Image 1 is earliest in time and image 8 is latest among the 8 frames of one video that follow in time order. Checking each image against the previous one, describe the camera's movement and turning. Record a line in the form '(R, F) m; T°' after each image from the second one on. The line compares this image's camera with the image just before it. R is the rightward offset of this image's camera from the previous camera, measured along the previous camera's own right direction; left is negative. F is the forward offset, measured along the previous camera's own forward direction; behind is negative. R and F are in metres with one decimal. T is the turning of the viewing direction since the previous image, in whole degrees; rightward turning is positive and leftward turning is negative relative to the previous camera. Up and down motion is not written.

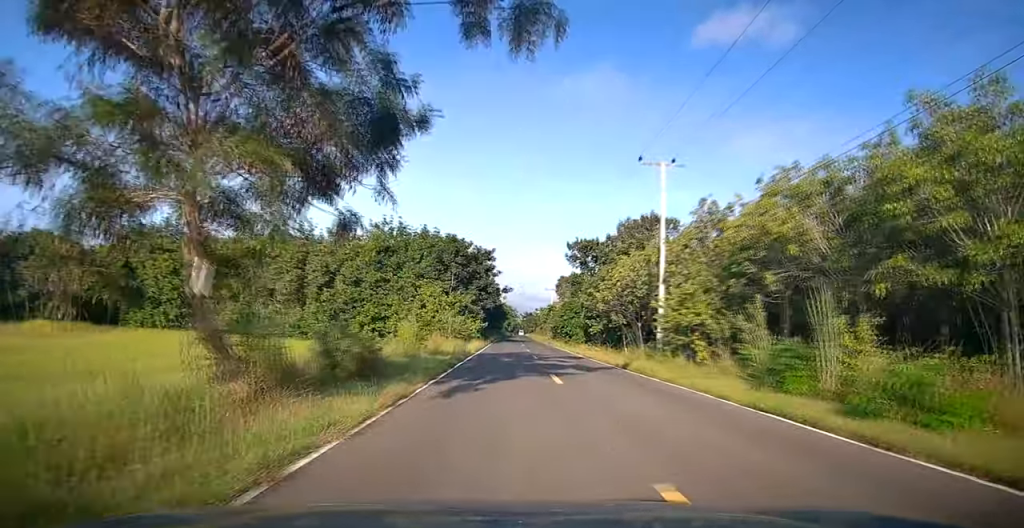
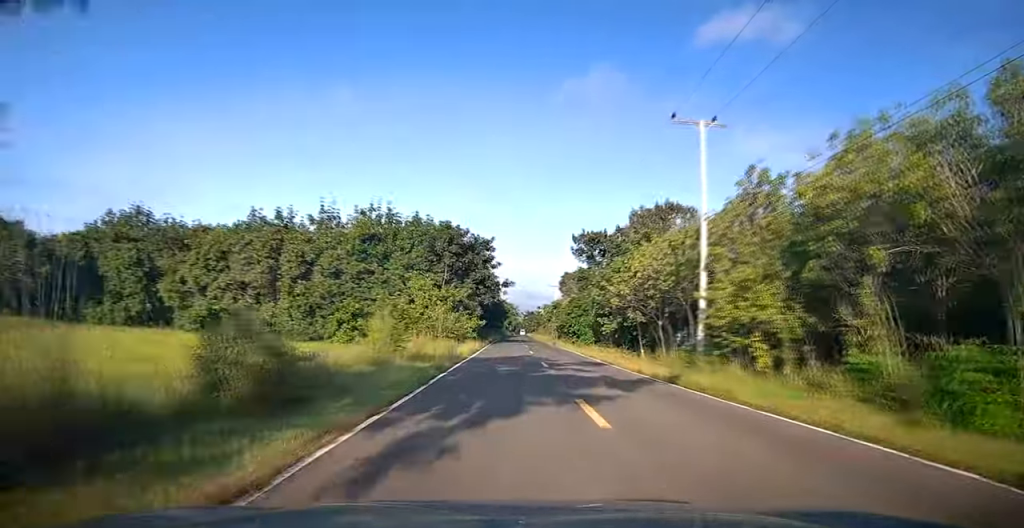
(0.0, +6.1) m; 0°
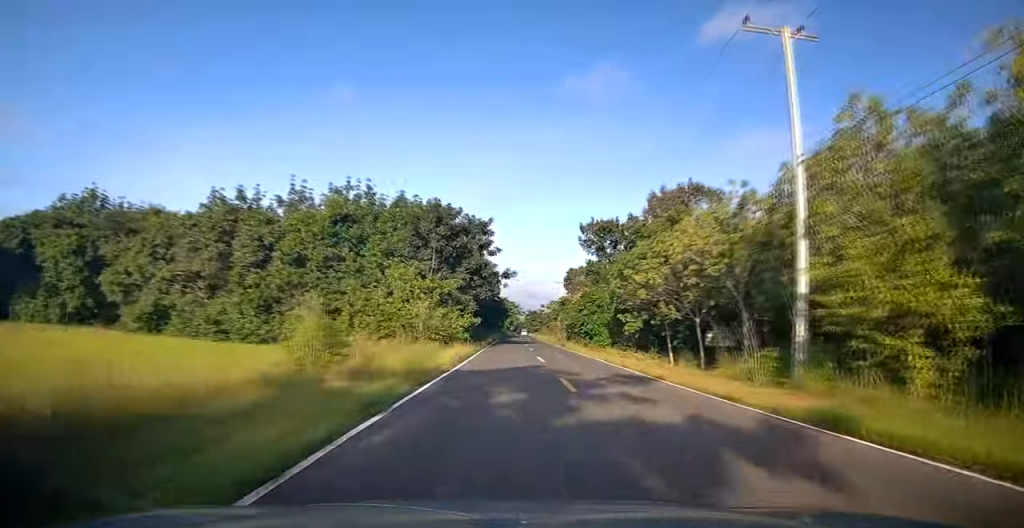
(0.0, +8.0) m; 0°
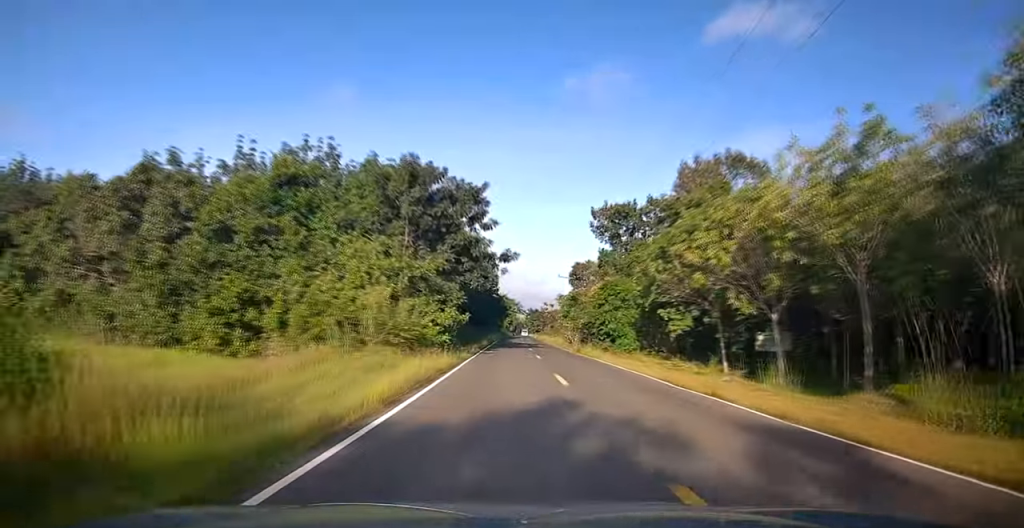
(0.0, +9.8) m; 0°
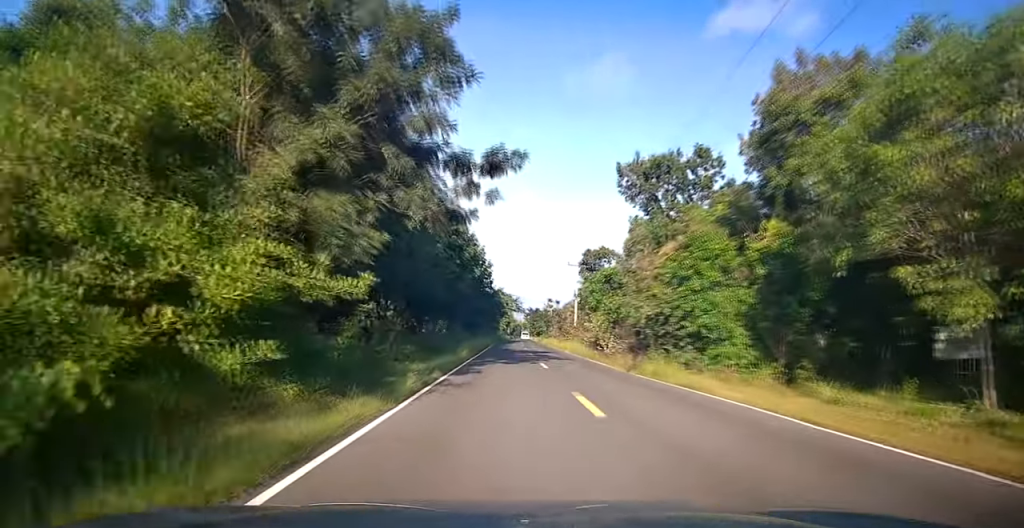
(+0.1, +17.2) m; +1°
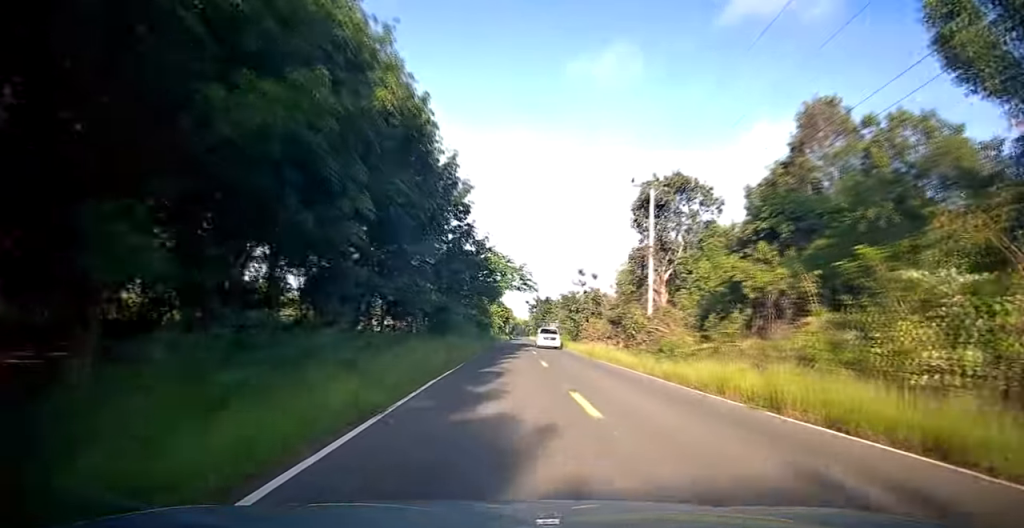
(+0.2, +35.6) m; 0°
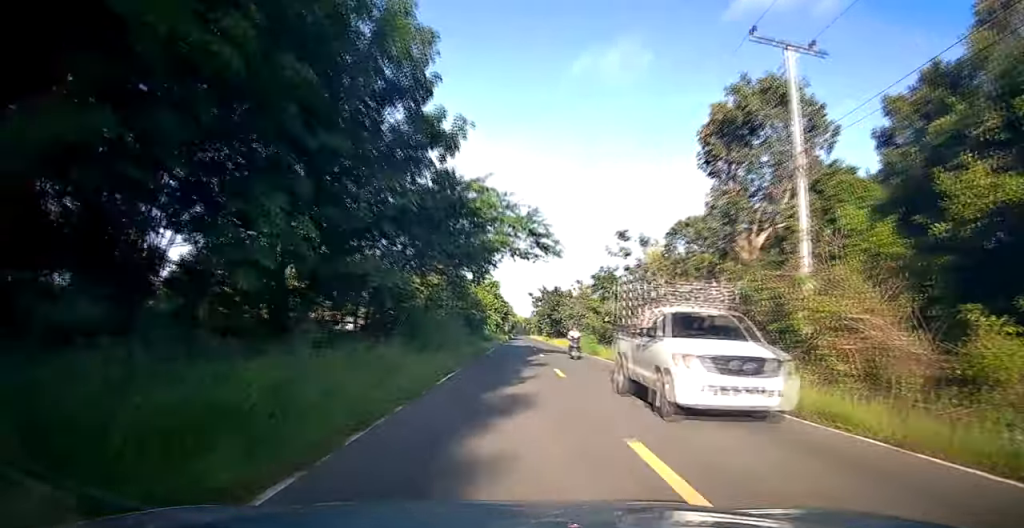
(0.0, +16.9) m; 0°
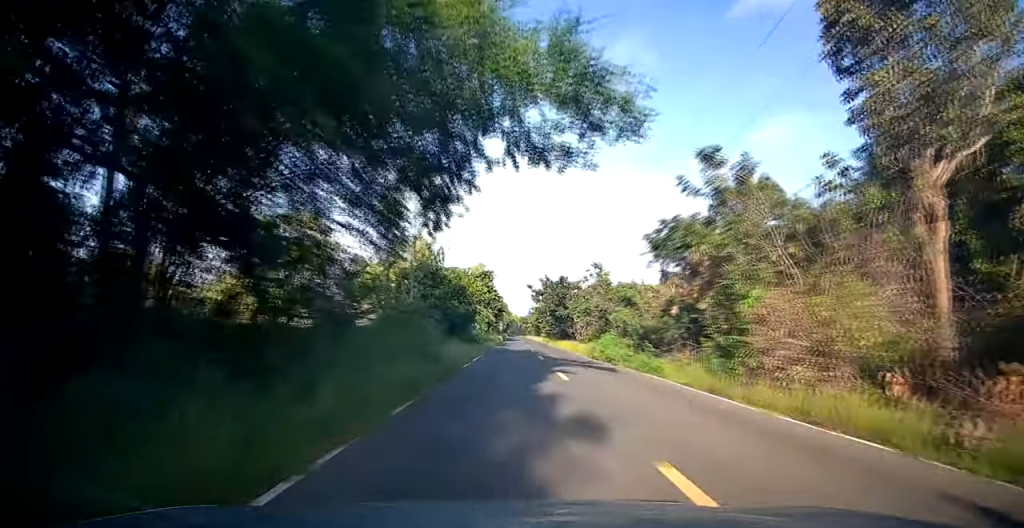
(0.0, +13.1) m; 0°
